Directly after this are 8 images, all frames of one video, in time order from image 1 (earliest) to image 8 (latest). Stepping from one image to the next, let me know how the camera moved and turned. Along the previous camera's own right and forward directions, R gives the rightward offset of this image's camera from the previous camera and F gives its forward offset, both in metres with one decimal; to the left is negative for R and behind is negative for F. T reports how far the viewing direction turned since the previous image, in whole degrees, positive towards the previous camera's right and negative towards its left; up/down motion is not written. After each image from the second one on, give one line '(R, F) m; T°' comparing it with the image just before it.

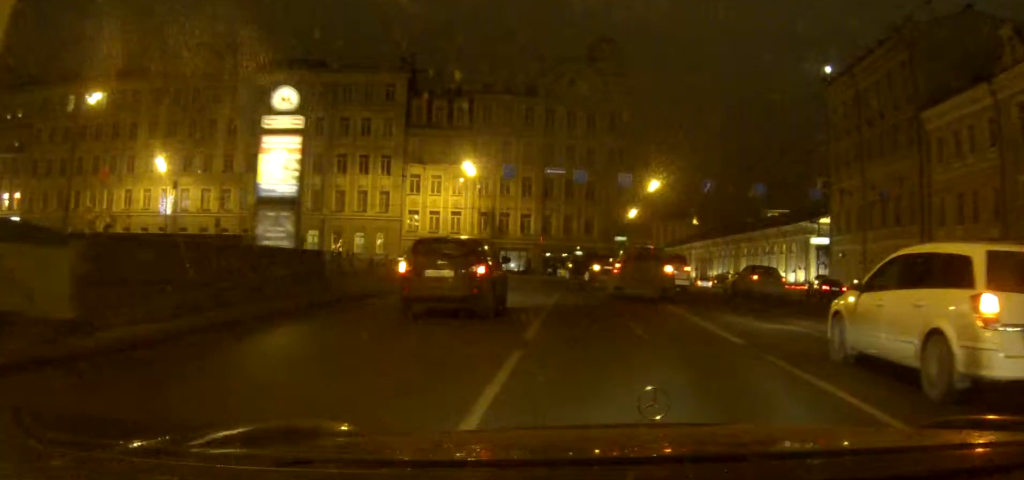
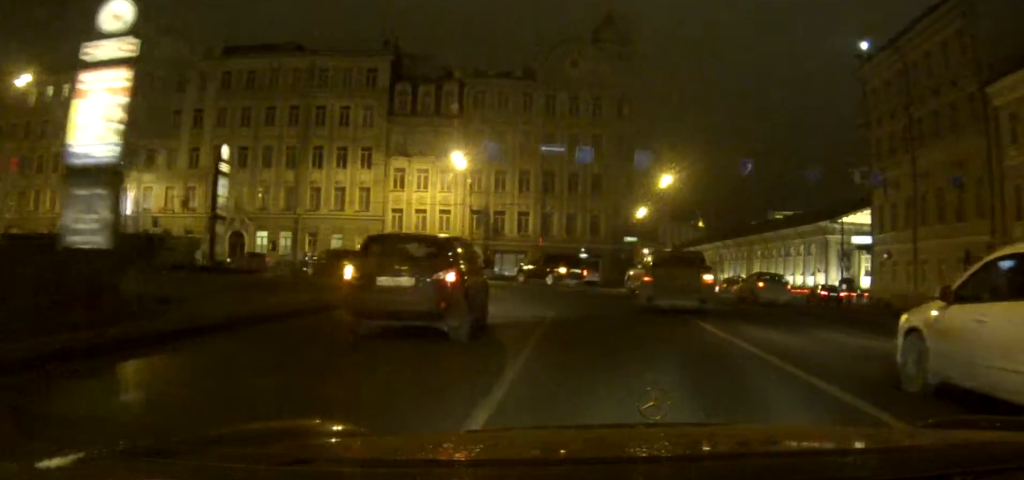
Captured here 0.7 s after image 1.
(0.0, +8.8) m; -1°
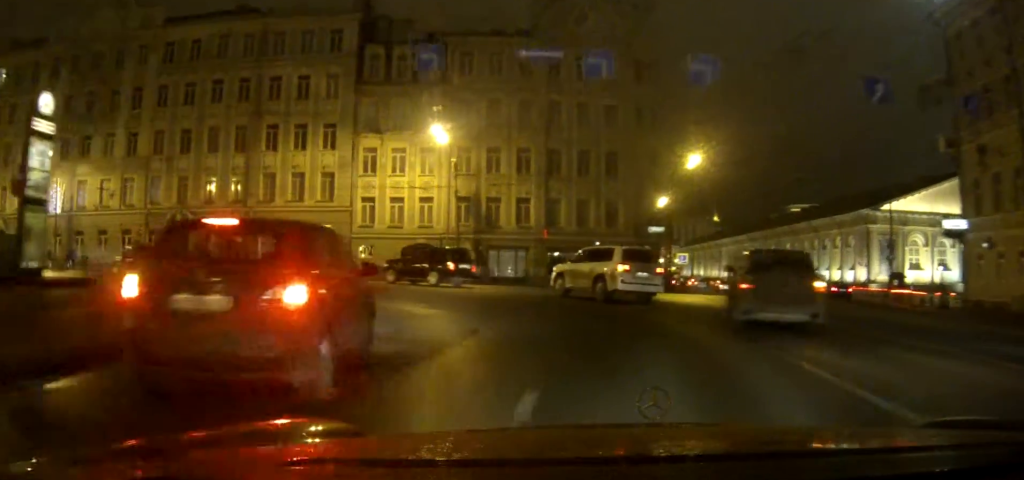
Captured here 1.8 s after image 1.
(-0.1, +13.3) m; -3°
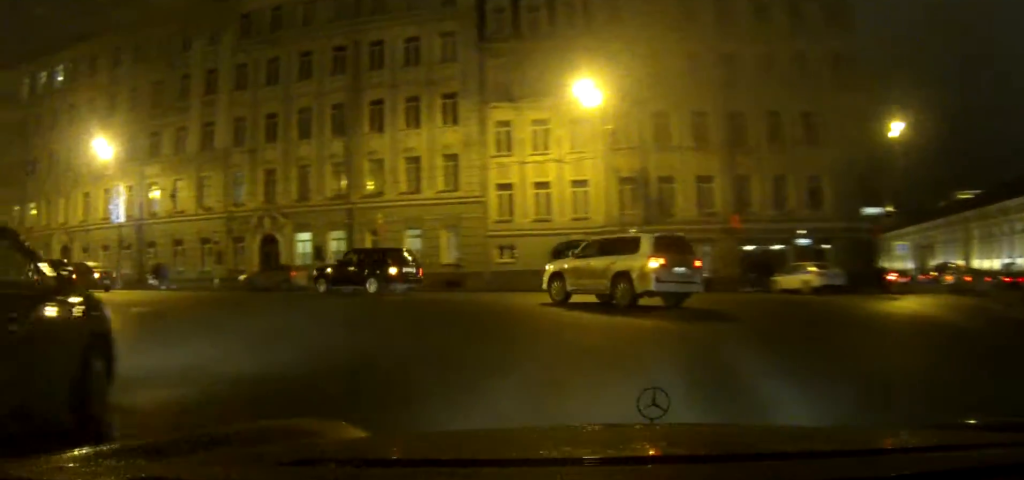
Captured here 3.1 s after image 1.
(-0.7, +13.1) m; -13°
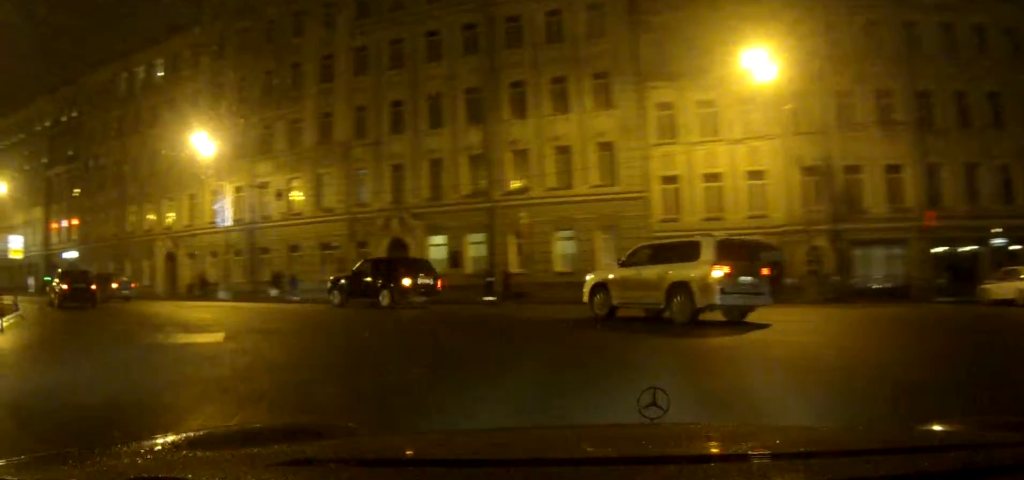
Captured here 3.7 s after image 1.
(-0.9, +6.2) m; -14°
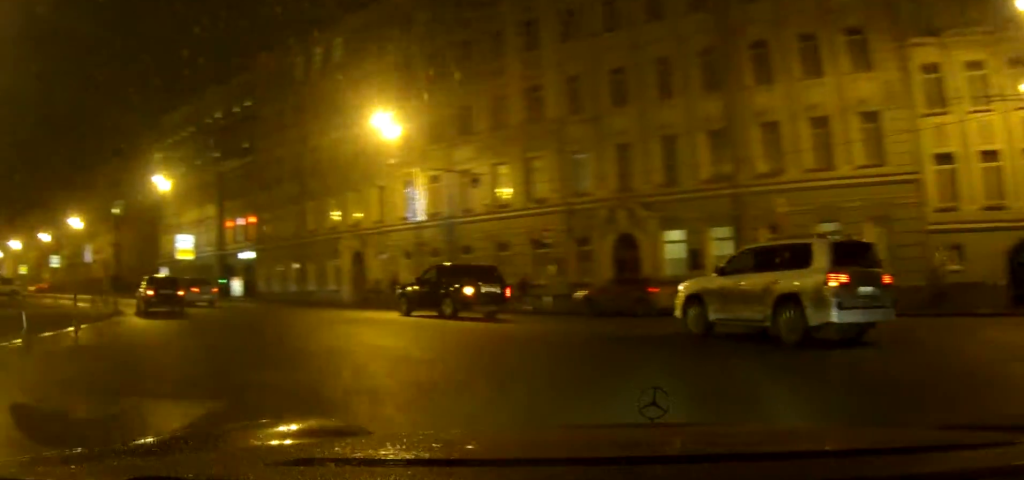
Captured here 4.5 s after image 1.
(-1.1, +7.1) m; -18°
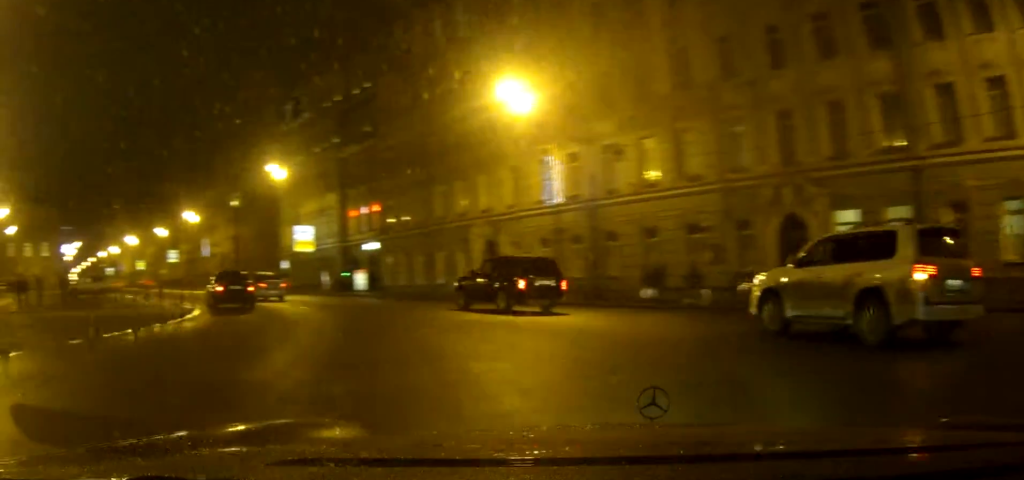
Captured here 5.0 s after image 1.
(-0.4, +4.6) m; -12°
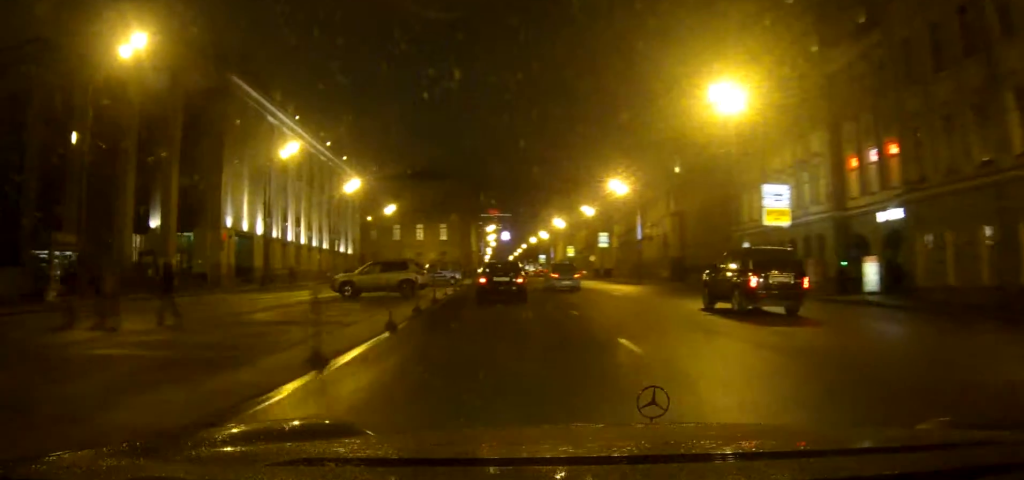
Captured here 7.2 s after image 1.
(-8.4, +21.6) m; -31°
